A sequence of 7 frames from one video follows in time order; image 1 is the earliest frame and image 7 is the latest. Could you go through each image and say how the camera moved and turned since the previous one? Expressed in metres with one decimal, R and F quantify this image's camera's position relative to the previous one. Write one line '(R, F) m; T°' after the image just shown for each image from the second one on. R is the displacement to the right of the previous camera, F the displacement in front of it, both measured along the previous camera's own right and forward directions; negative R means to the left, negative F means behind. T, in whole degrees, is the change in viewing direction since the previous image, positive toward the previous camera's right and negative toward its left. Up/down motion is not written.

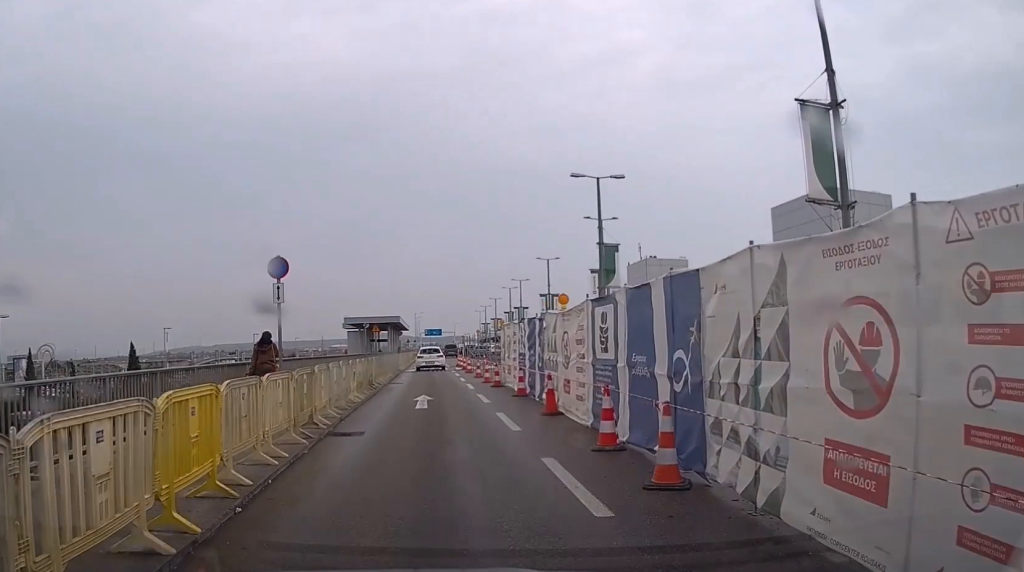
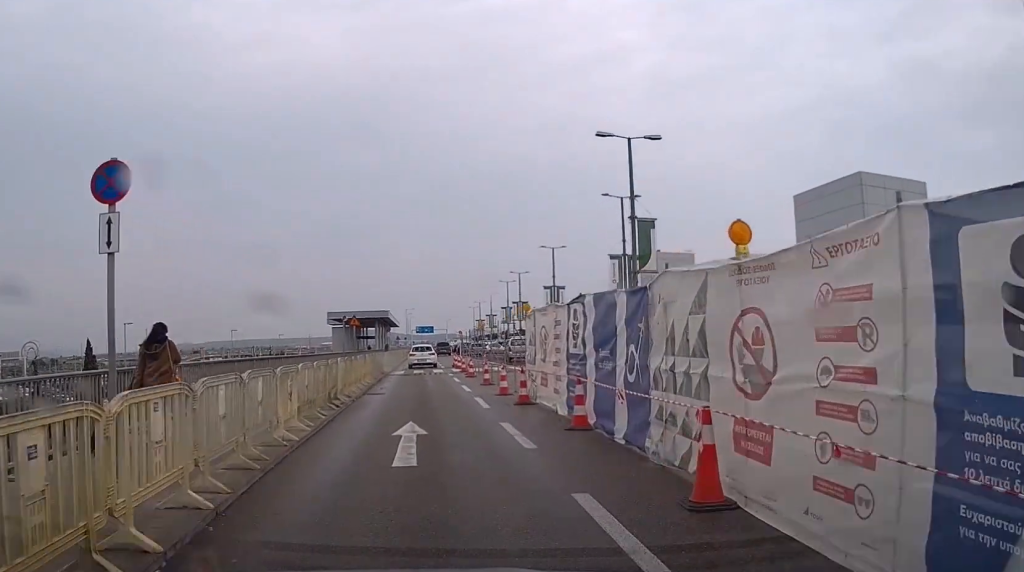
(0.0, +8.2) m; +2°
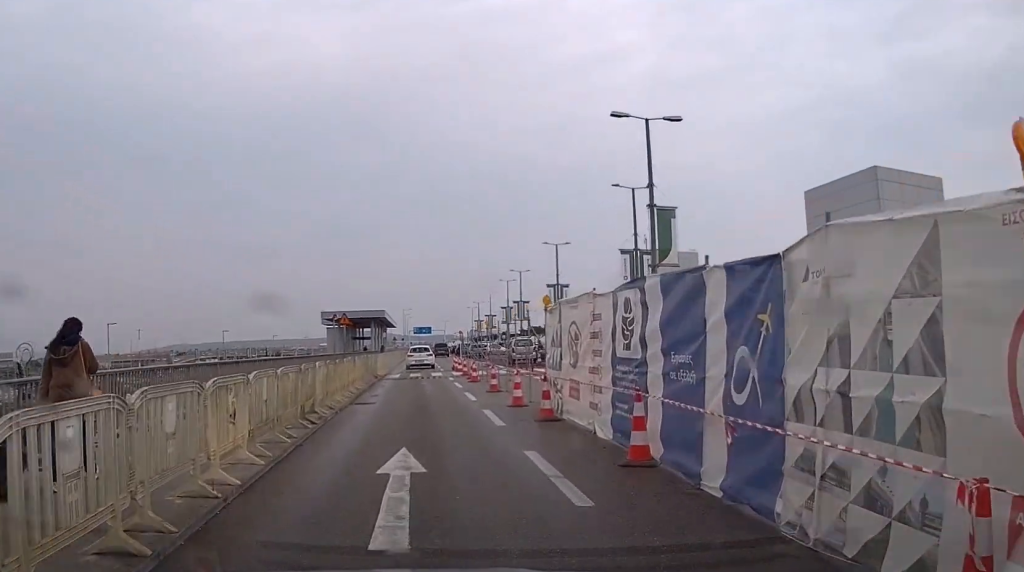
(+0.1, +3.2) m; +2°
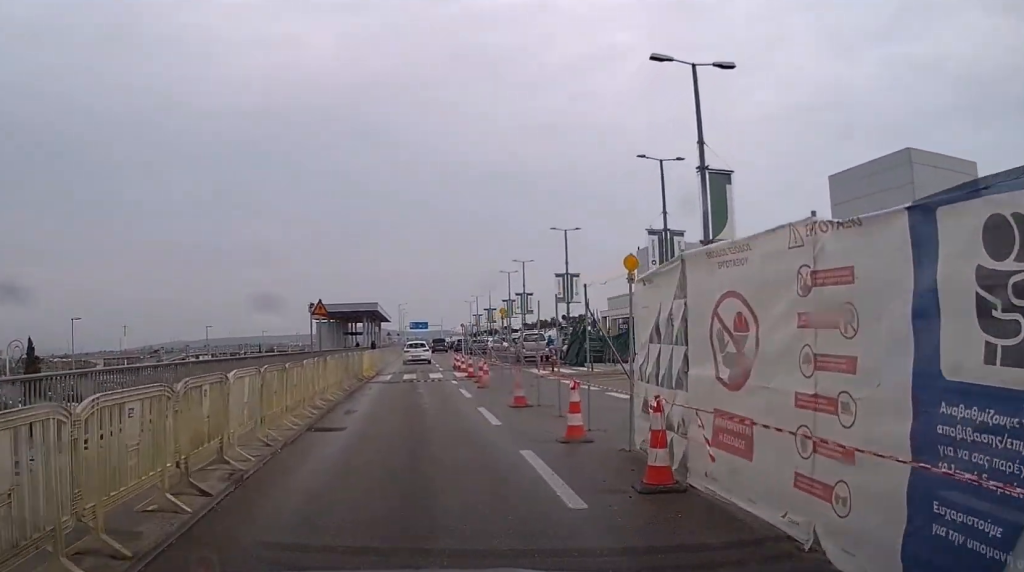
(+0.2, +6.3) m; +1°
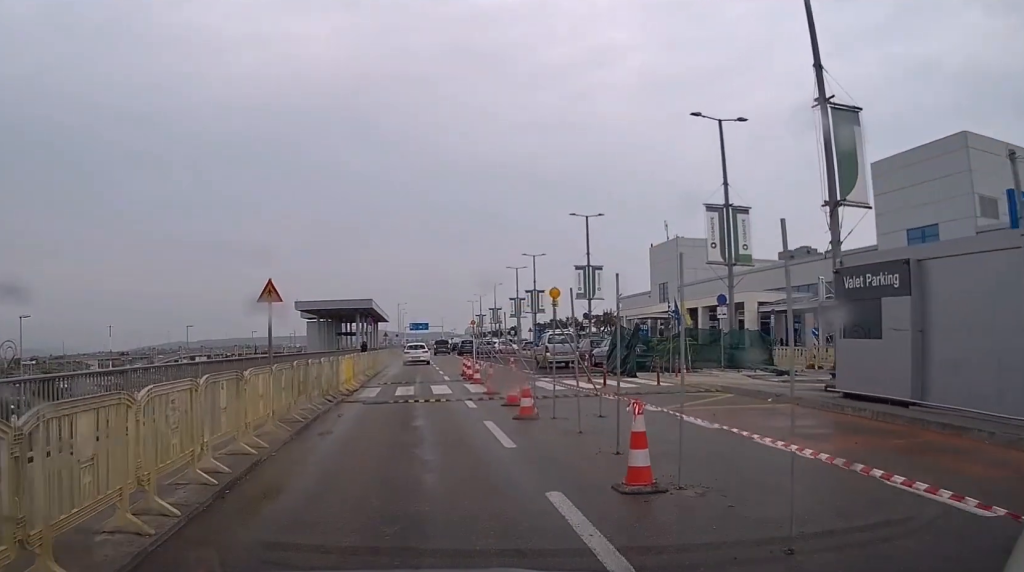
(0.0, +8.4) m; -1°
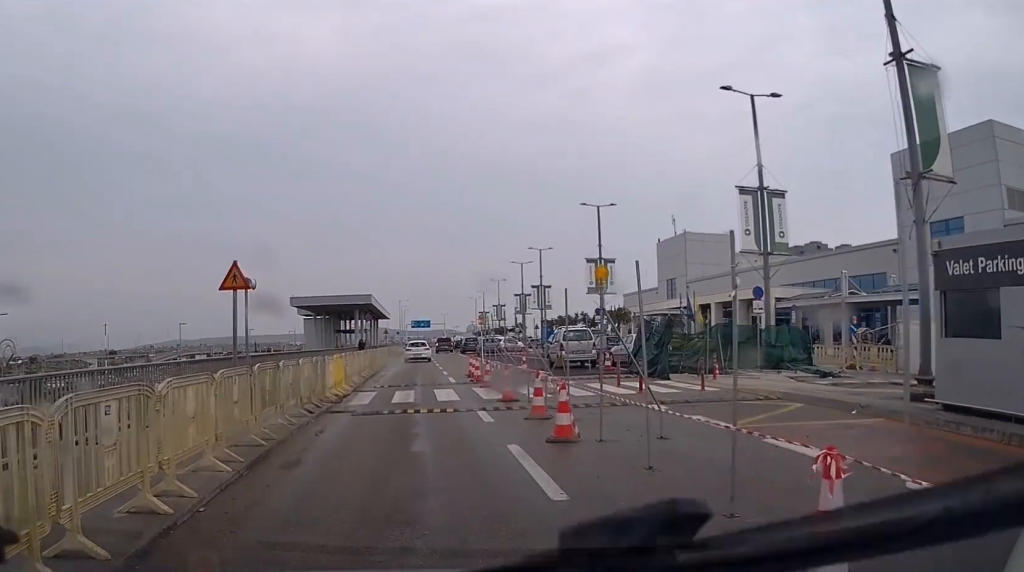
(0.0, +3.3) m; 0°
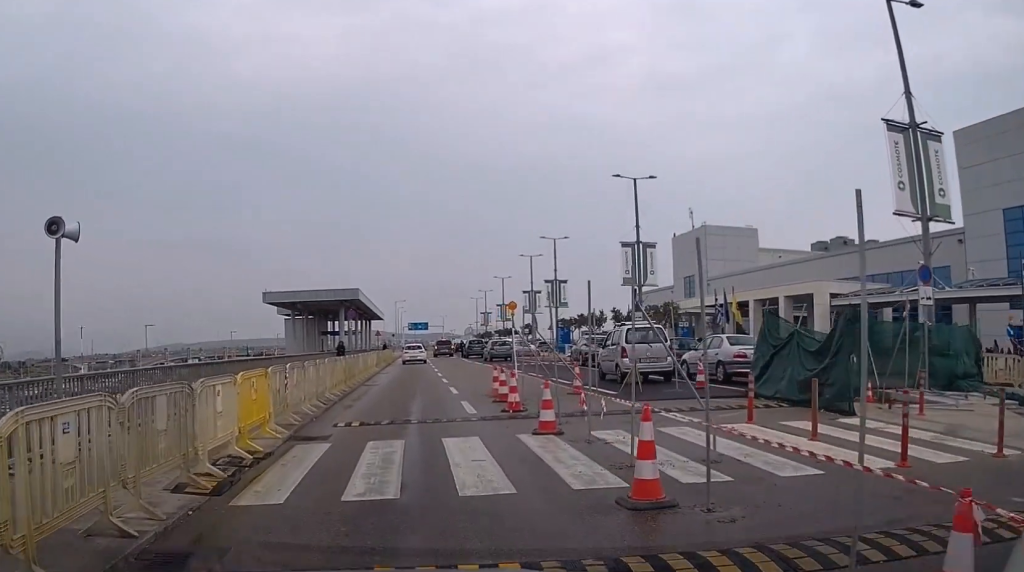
(0.0, +10.6) m; -1°
